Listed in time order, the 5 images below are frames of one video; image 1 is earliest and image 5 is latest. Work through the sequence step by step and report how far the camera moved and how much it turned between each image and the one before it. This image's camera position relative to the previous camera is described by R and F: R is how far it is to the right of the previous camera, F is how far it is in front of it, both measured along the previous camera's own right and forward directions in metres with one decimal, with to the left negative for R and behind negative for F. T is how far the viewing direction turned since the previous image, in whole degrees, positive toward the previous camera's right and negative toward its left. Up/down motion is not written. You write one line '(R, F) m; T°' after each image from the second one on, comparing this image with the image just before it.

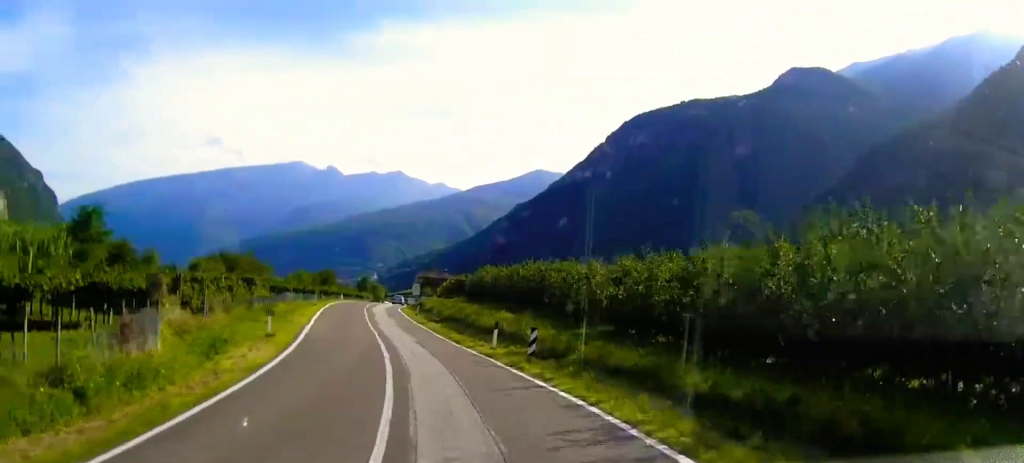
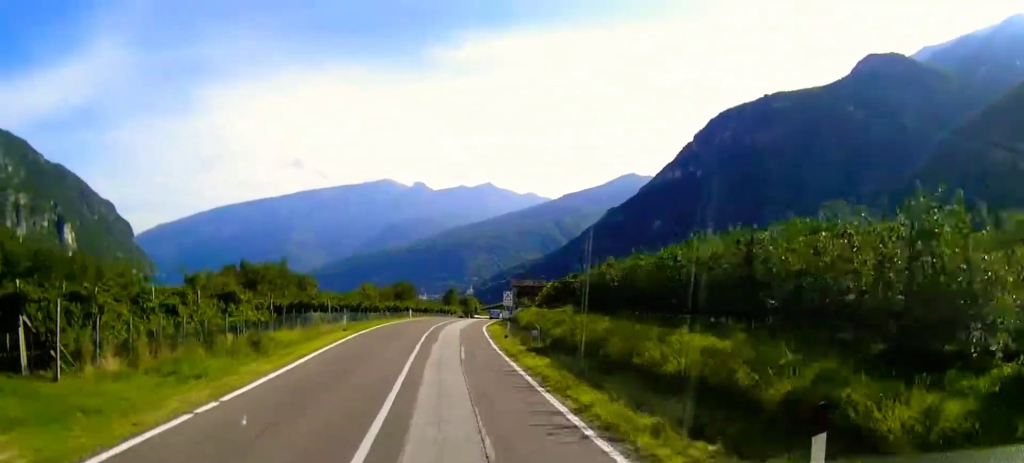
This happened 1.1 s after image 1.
(-1.4, +21.1) m; -7°
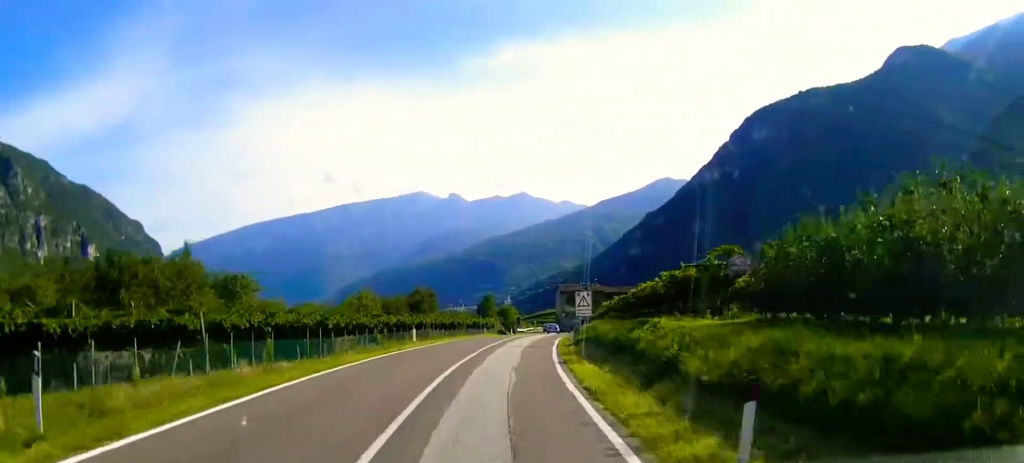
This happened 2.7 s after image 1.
(-1.4, +29.6) m; -3°
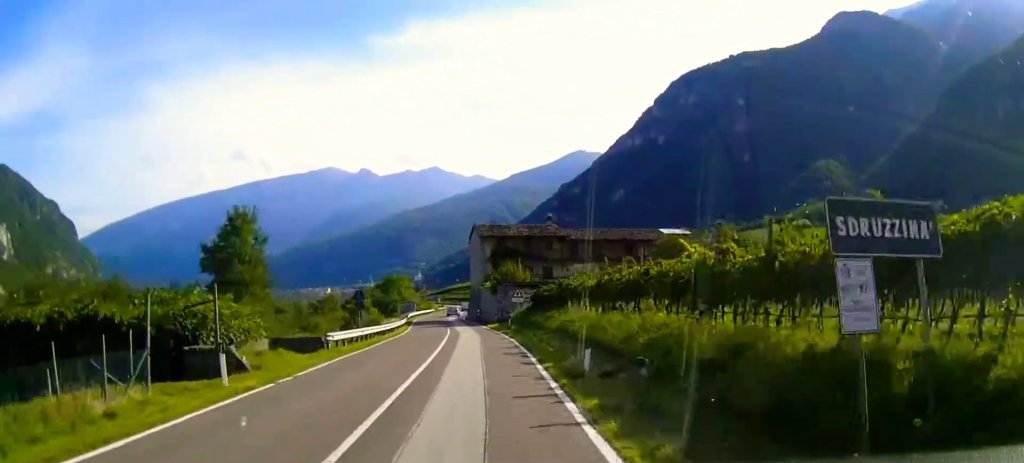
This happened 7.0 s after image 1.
(+5.6, +84.7) m; +6°
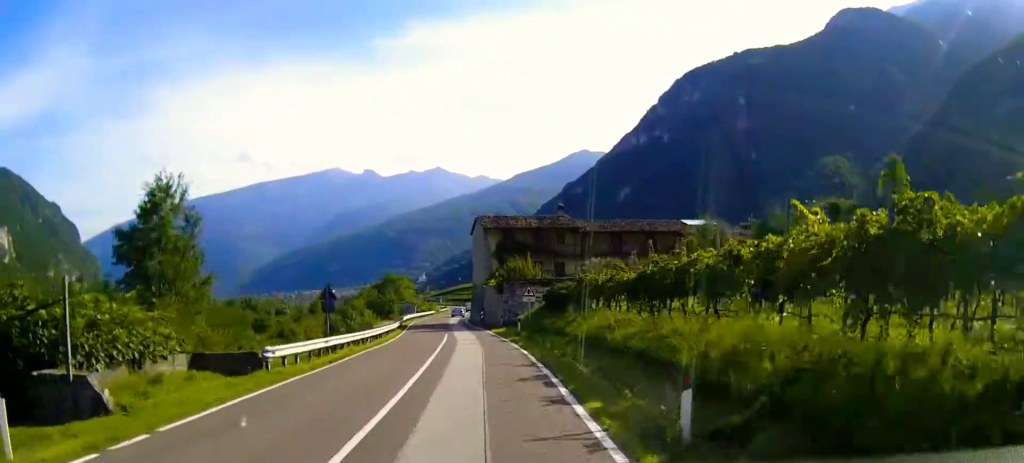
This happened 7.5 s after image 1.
(0.0, +8.9) m; 0°
